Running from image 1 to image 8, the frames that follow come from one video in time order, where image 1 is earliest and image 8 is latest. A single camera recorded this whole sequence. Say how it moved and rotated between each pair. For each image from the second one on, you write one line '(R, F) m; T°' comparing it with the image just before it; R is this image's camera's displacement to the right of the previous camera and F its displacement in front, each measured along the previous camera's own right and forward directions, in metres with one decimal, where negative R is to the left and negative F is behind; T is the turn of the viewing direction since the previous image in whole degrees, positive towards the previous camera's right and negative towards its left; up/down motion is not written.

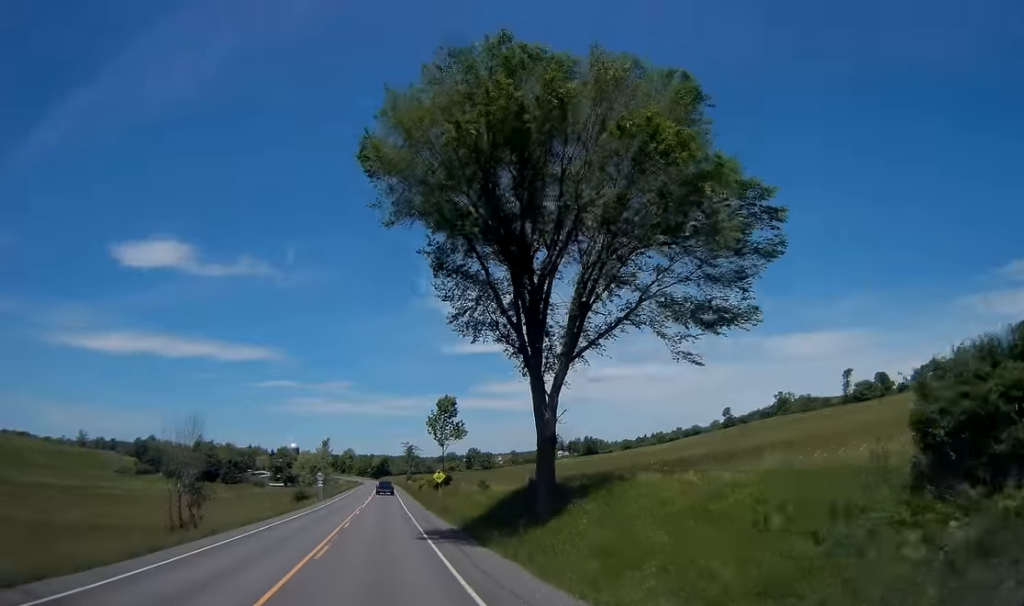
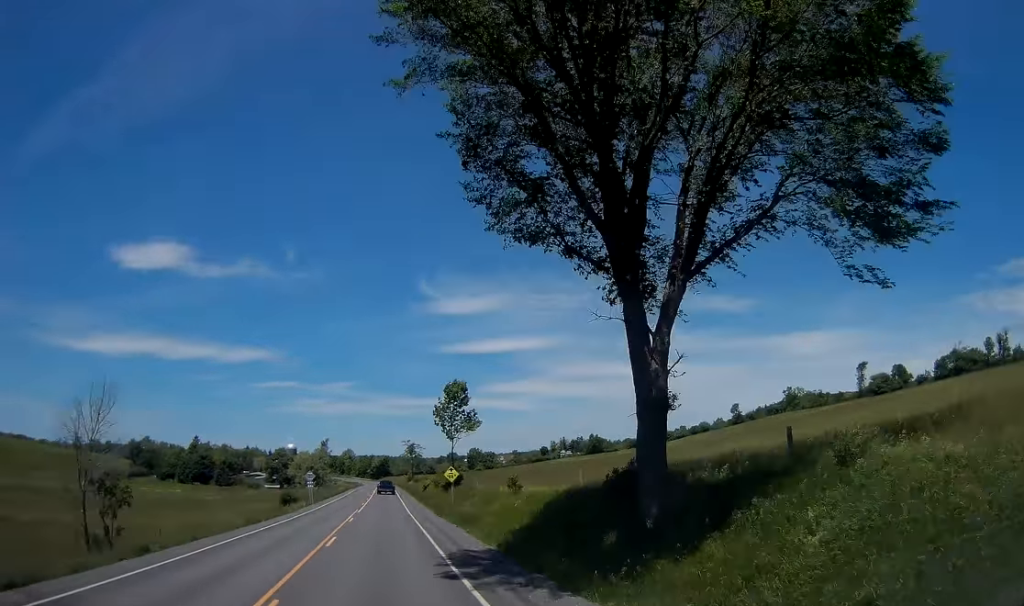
(-0.1, +9.7) m; 0°
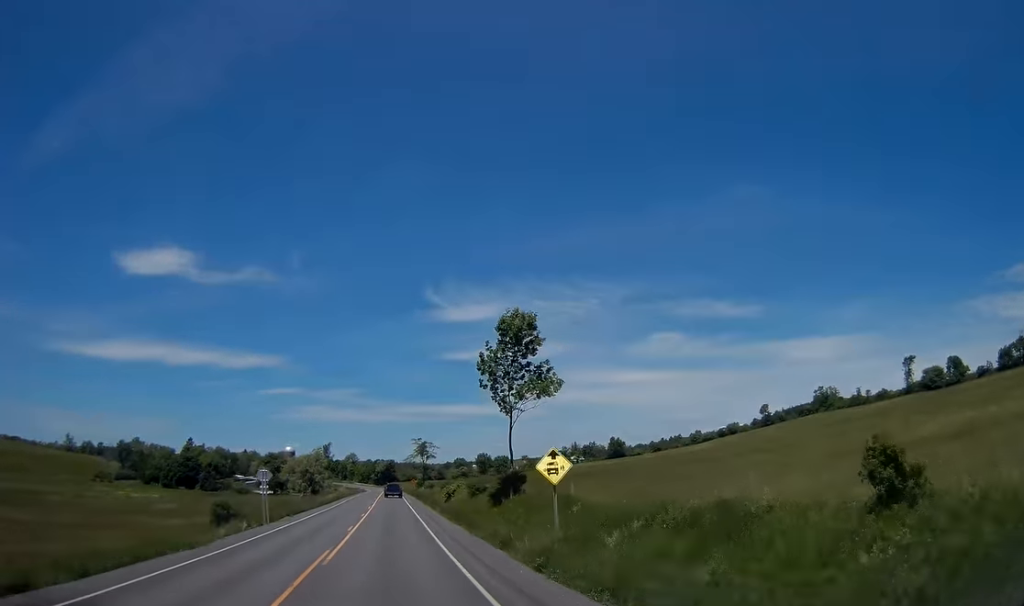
(+0.2, +24.7) m; +1°
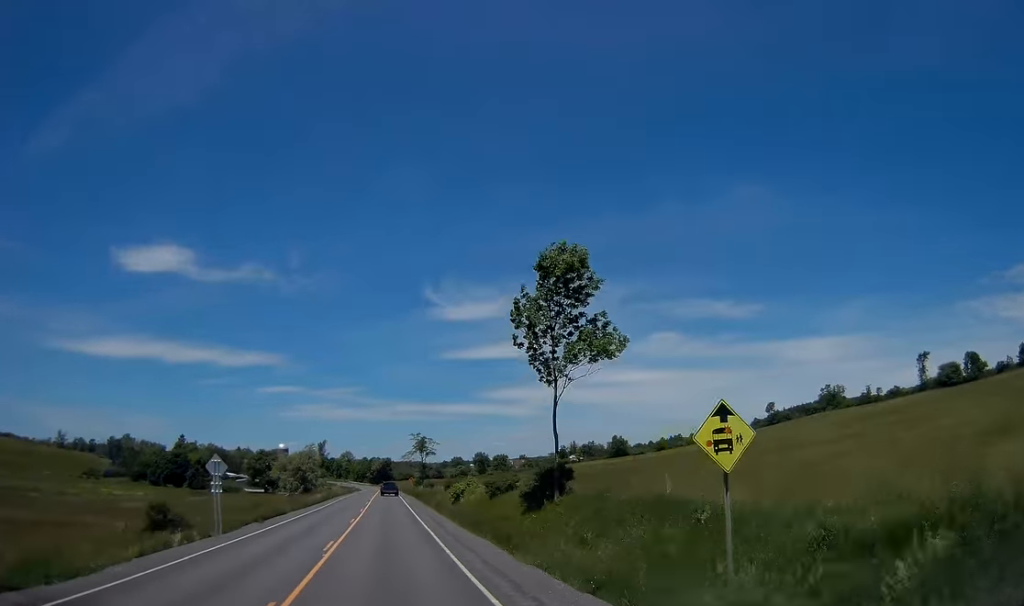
(0.0, +9.5) m; 0°
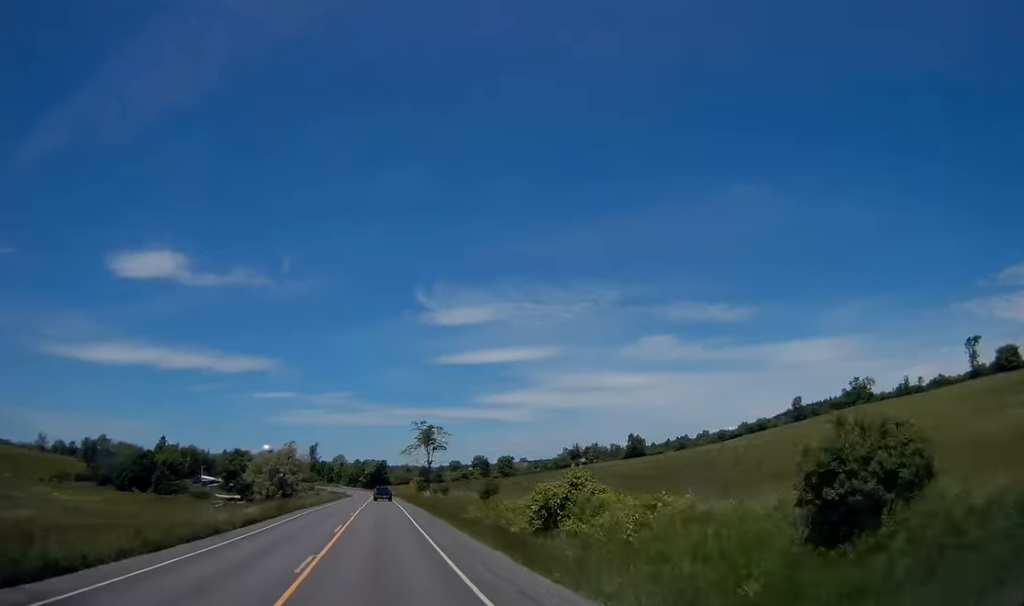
(-0.1, +28.1) m; 0°
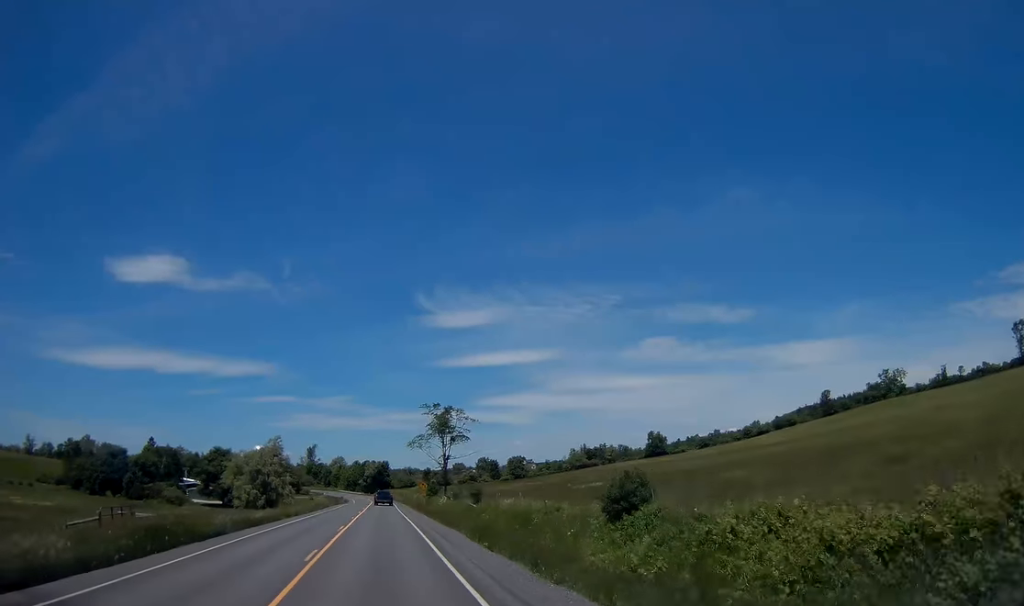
(-0.1, +21.9) m; 0°
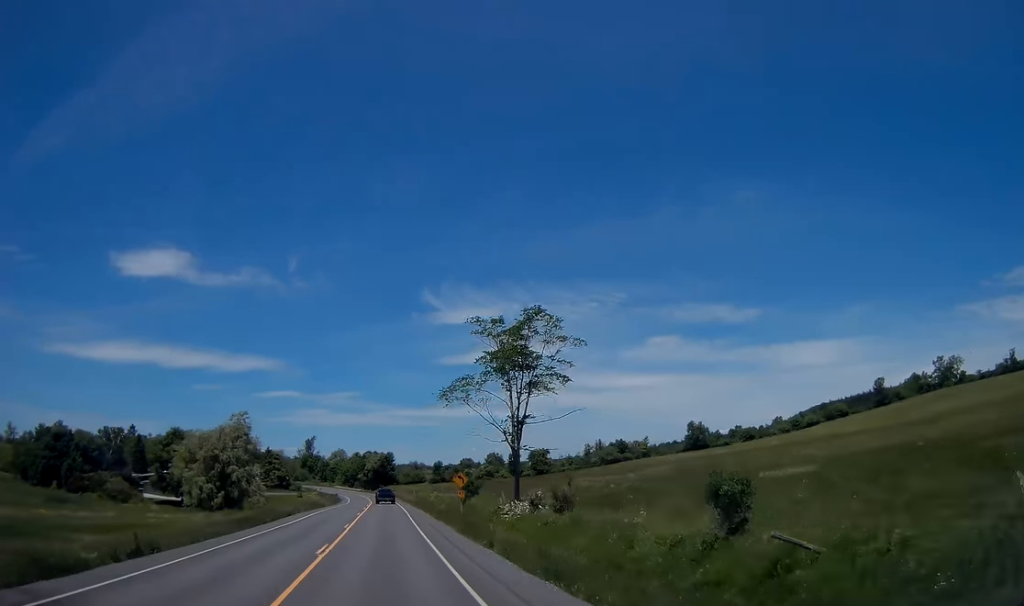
(+0.2, +34.4) m; 0°
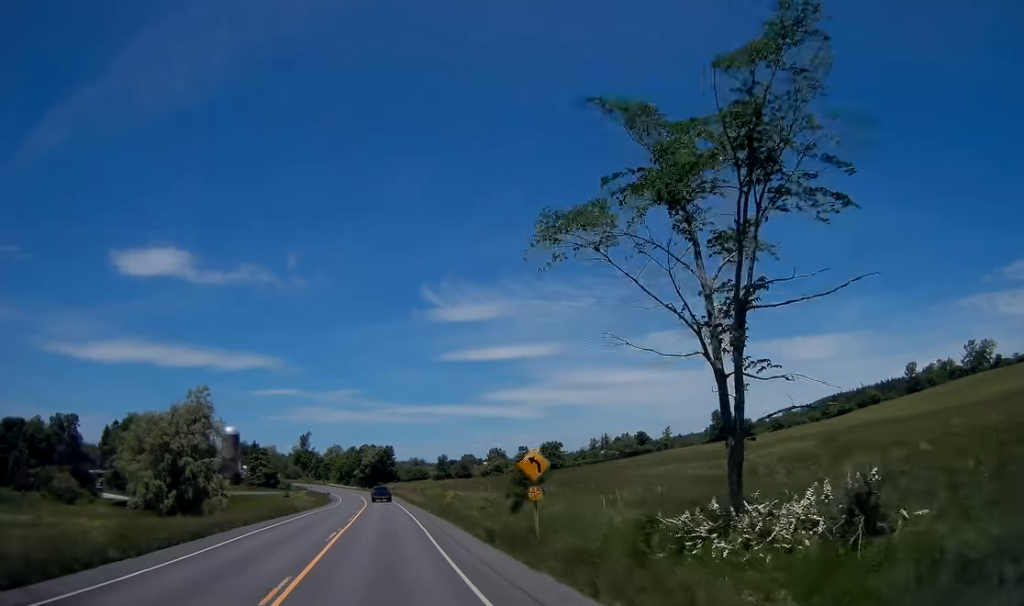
(-0.2, +20.8) m; 0°
